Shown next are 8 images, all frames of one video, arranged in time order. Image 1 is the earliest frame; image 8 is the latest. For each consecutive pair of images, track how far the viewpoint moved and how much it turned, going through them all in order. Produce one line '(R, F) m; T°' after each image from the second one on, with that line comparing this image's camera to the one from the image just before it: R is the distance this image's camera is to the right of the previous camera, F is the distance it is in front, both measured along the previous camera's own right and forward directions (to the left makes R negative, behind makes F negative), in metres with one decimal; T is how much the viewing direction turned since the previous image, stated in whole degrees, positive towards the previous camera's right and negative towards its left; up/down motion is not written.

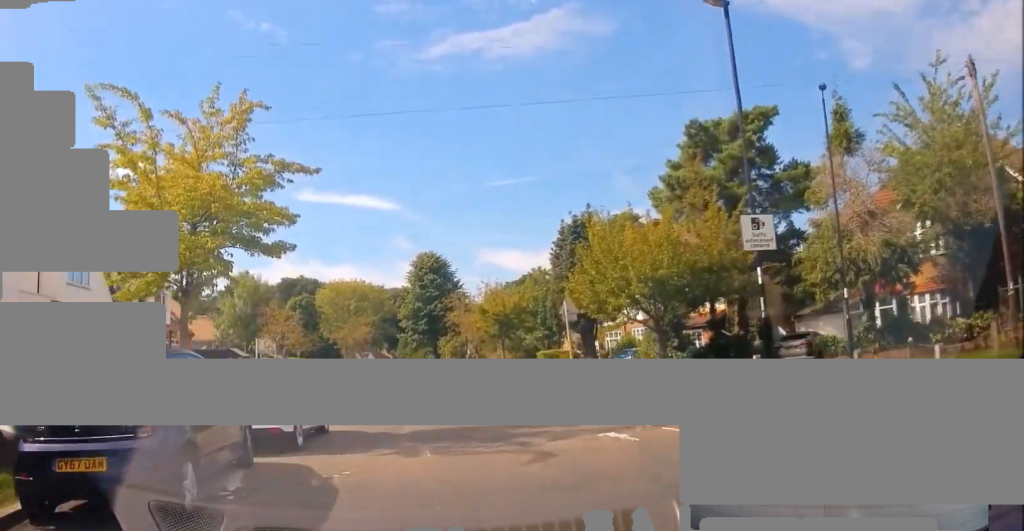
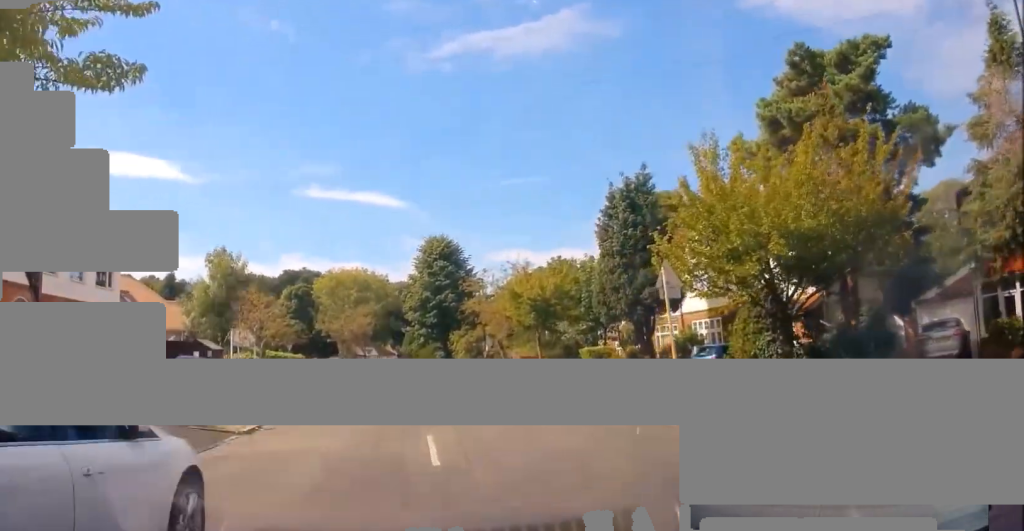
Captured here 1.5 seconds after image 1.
(-0.2, +8.6) m; -5°
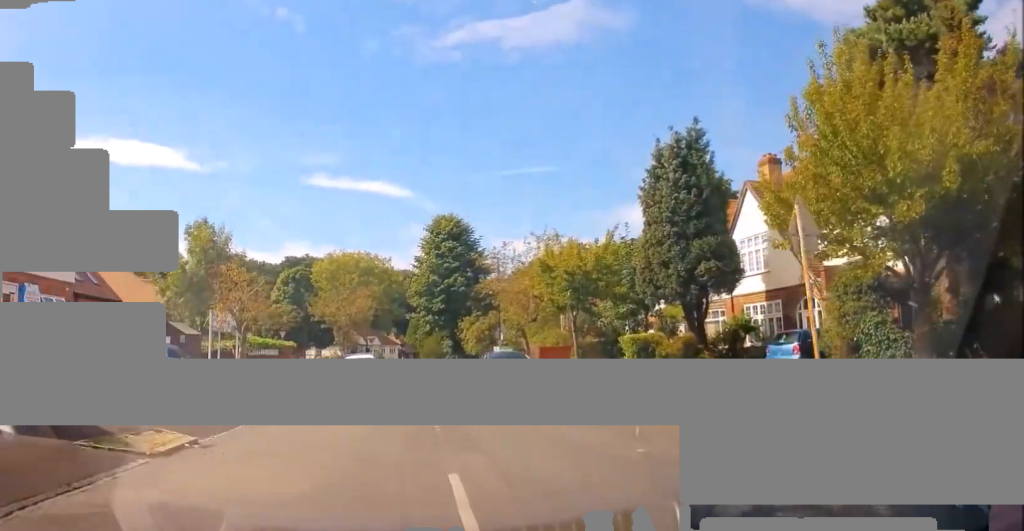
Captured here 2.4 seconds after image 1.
(-0.1, +5.2) m; +3°
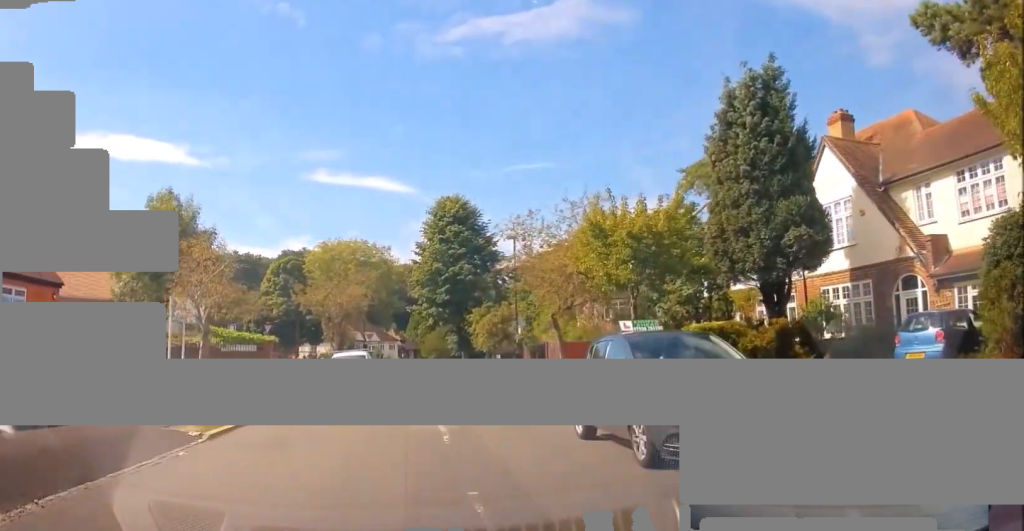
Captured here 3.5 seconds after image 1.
(+0.4, +6.1) m; +2°
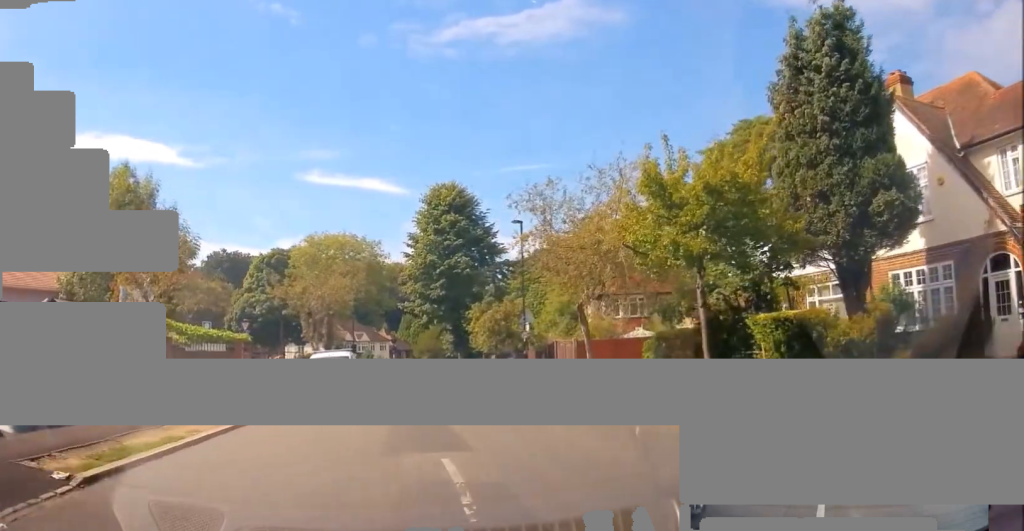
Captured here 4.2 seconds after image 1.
(-0.2, +4.2) m; 0°
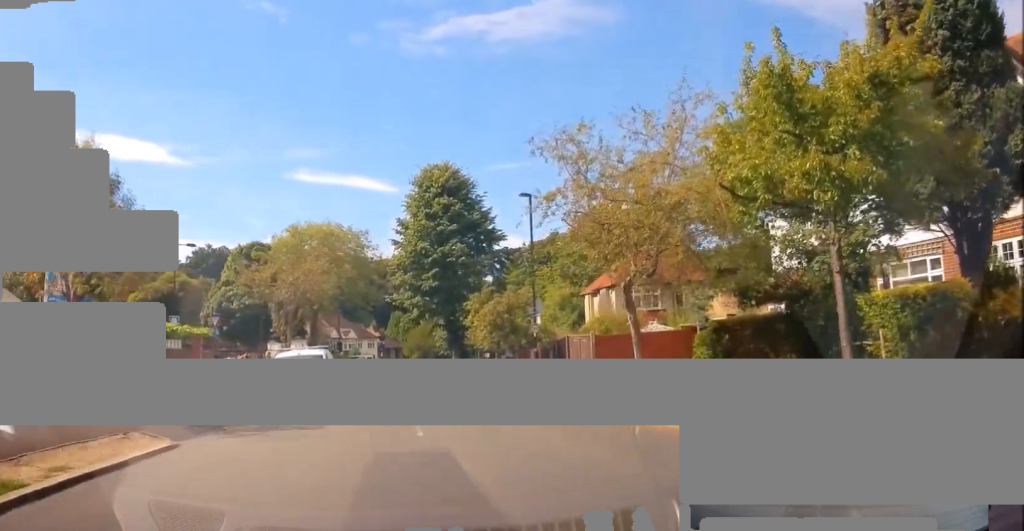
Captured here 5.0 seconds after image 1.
(0.0, +4.5) m; +2°
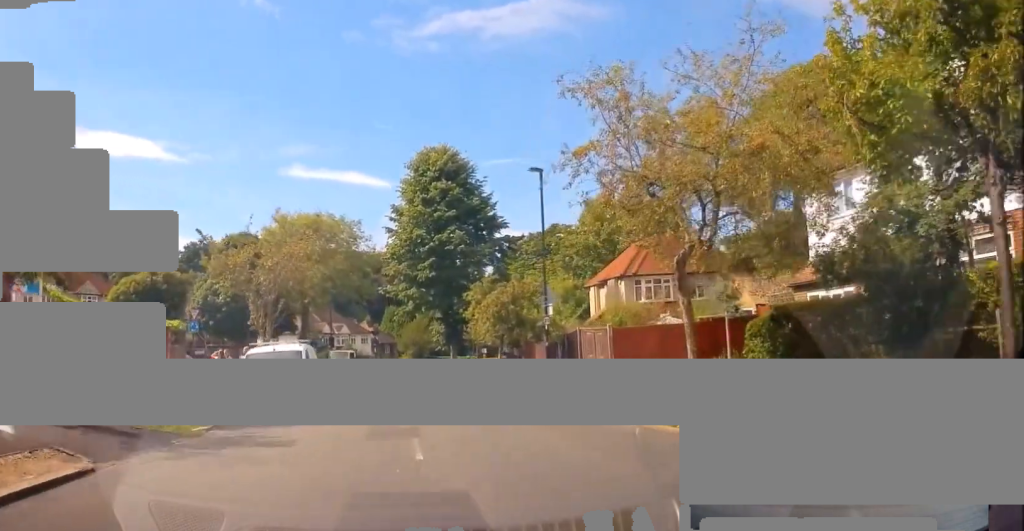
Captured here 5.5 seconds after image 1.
(+0.2, +2.9) m; +3°
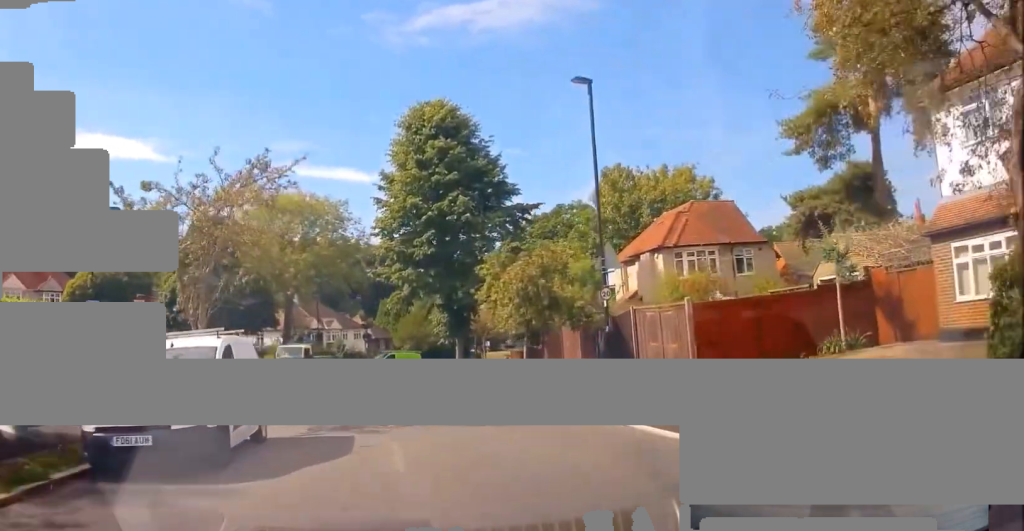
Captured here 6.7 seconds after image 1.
(0.0, +6.9) m; -5°
